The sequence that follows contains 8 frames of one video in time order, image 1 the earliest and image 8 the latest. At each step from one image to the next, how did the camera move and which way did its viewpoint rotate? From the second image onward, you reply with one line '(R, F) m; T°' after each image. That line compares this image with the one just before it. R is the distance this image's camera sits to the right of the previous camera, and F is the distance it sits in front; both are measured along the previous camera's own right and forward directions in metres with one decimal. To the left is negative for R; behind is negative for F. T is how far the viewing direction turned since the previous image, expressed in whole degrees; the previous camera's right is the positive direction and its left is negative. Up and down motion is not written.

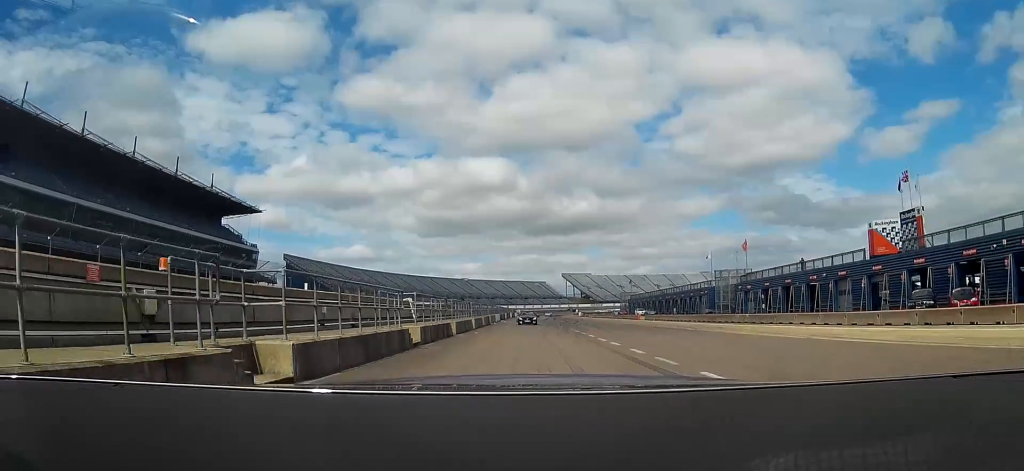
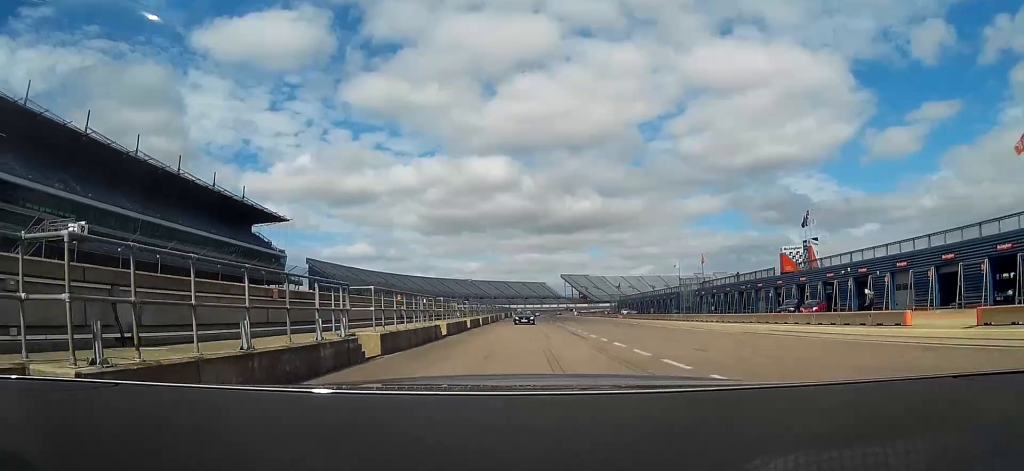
(0.0, +19.1) m; 0°
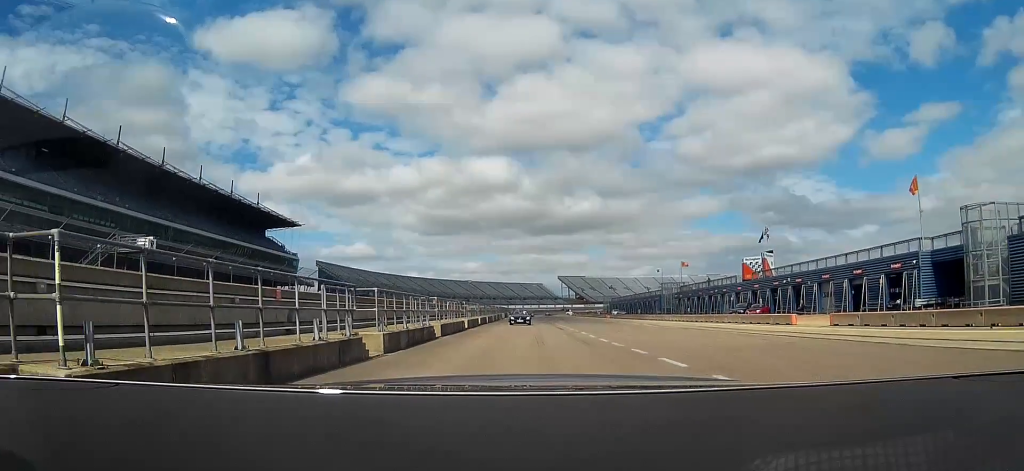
(+0.1, +11.7) m; 0°
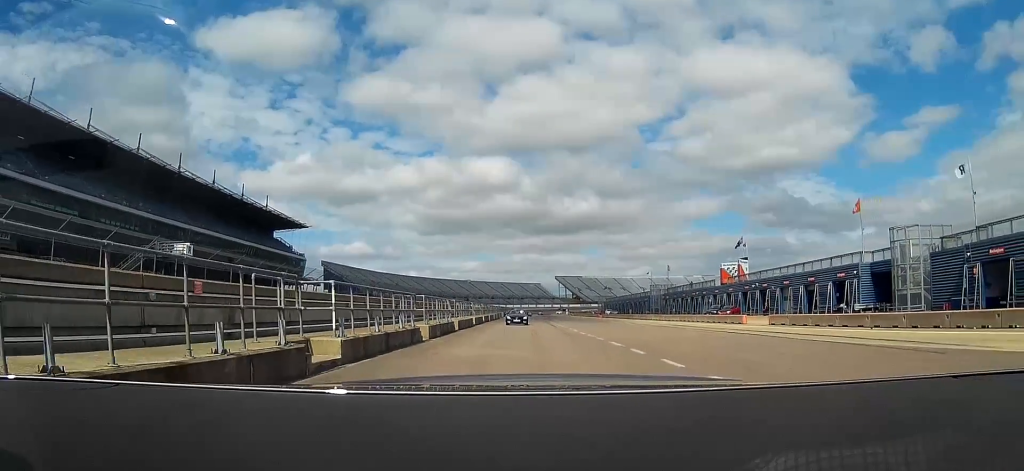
(0.0, +7.6) m; 0°
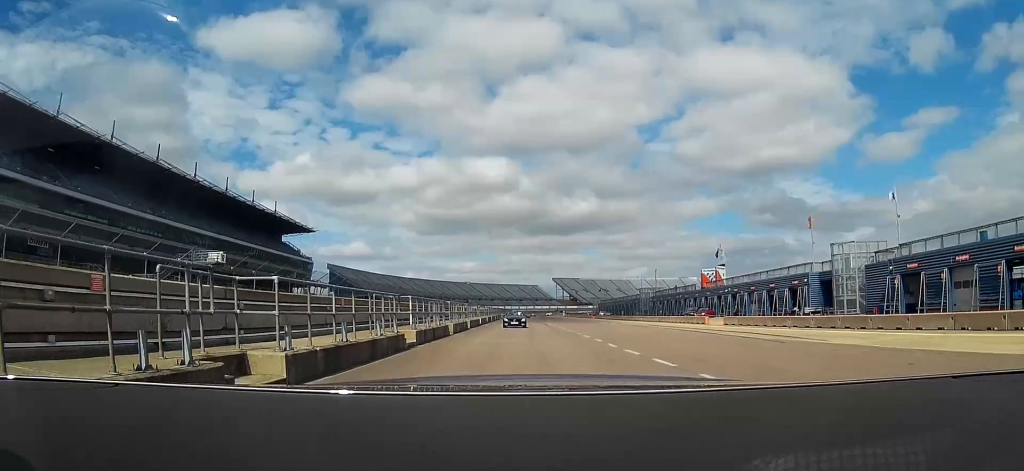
(0.0, +8.6) m; 0°
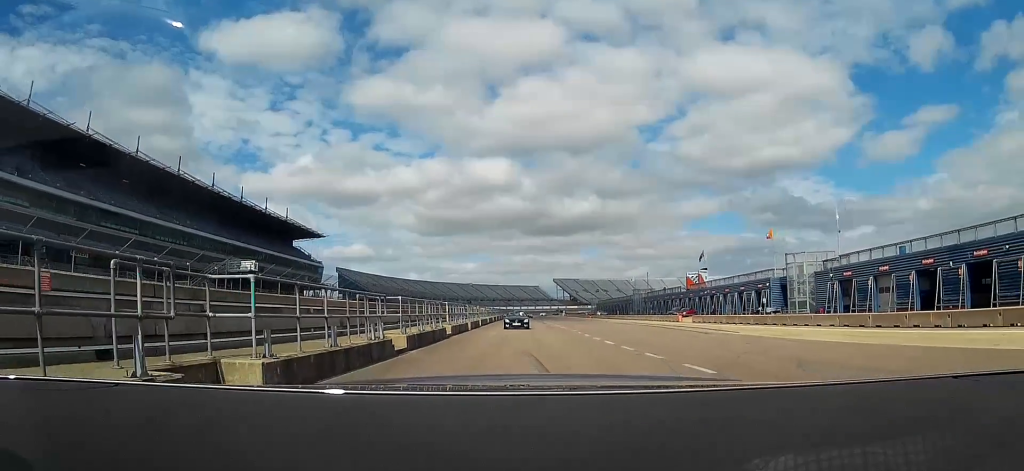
(-0.1, +9.6) m; -1°
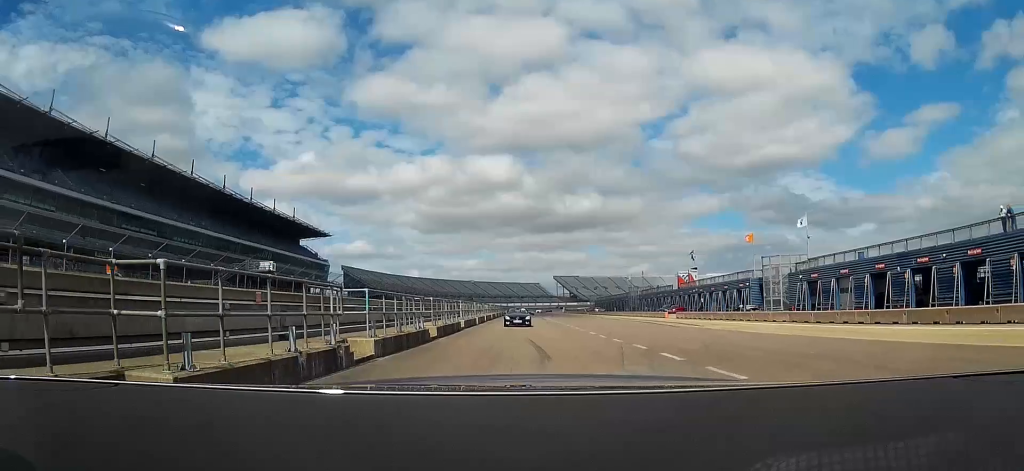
(0.0, +6.4) m; 0°
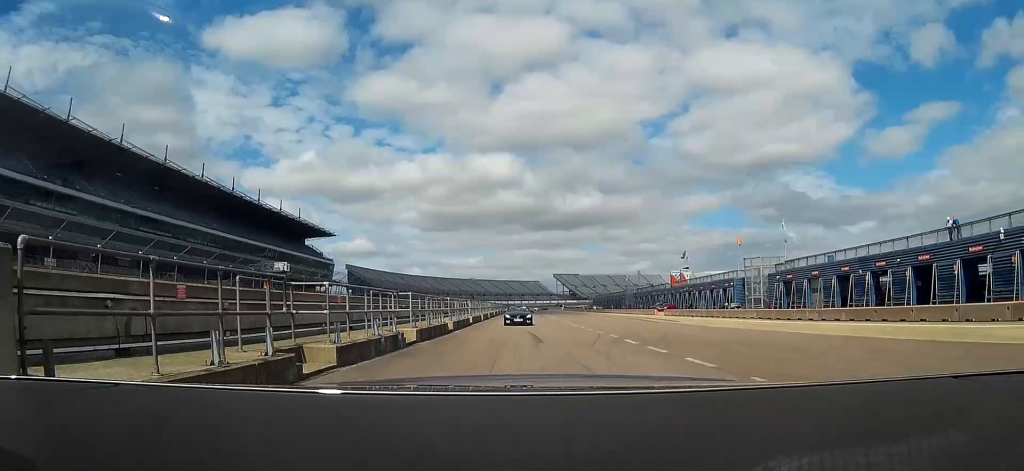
(0.0, +5.4) m; 0°
